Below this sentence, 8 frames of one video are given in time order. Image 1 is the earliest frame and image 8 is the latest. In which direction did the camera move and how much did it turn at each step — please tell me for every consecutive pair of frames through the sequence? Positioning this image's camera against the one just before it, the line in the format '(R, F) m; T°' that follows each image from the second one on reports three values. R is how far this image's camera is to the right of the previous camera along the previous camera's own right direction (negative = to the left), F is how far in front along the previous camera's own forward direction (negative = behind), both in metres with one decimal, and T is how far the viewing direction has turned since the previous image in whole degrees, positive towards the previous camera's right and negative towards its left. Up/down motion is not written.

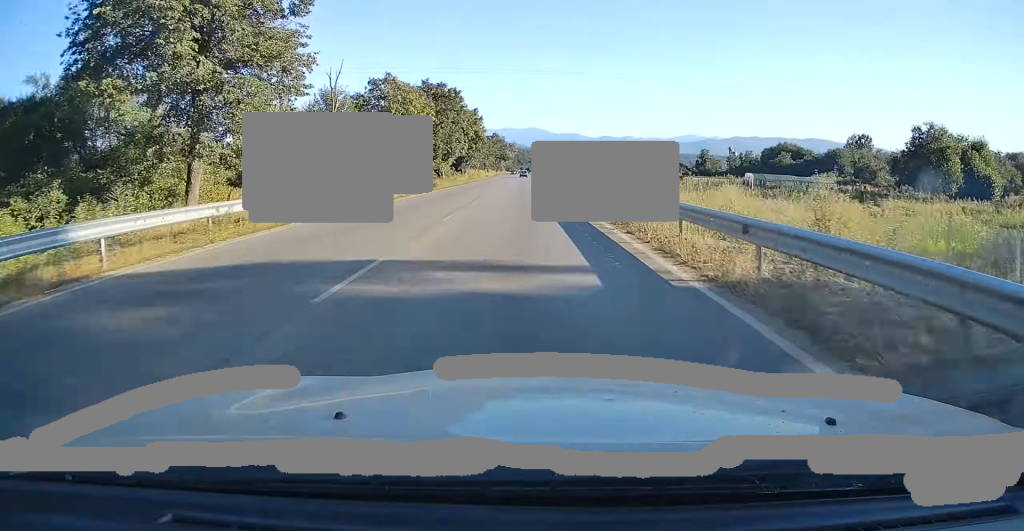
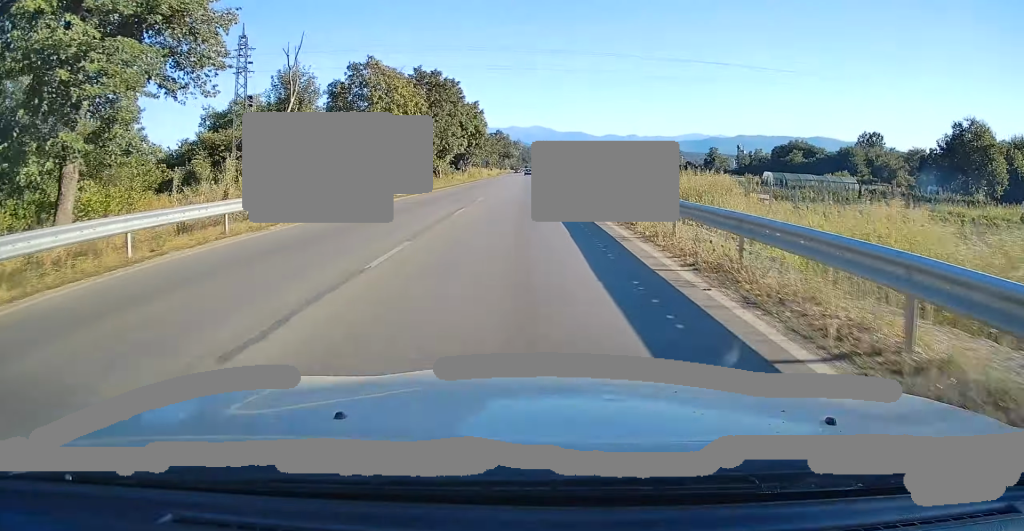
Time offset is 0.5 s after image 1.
(0.0, +6.8) m; 0°
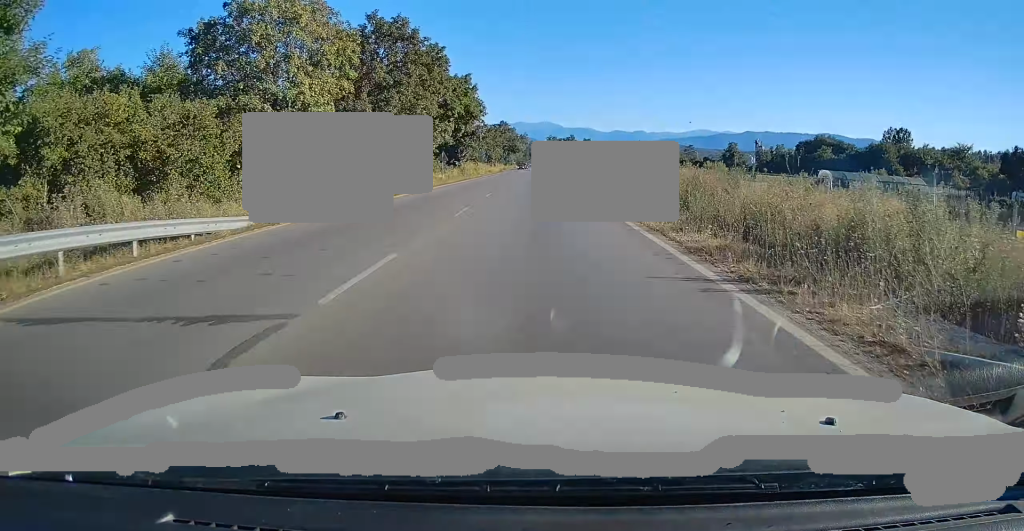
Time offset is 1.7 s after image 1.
(-0.1, +19.8) m; 0°
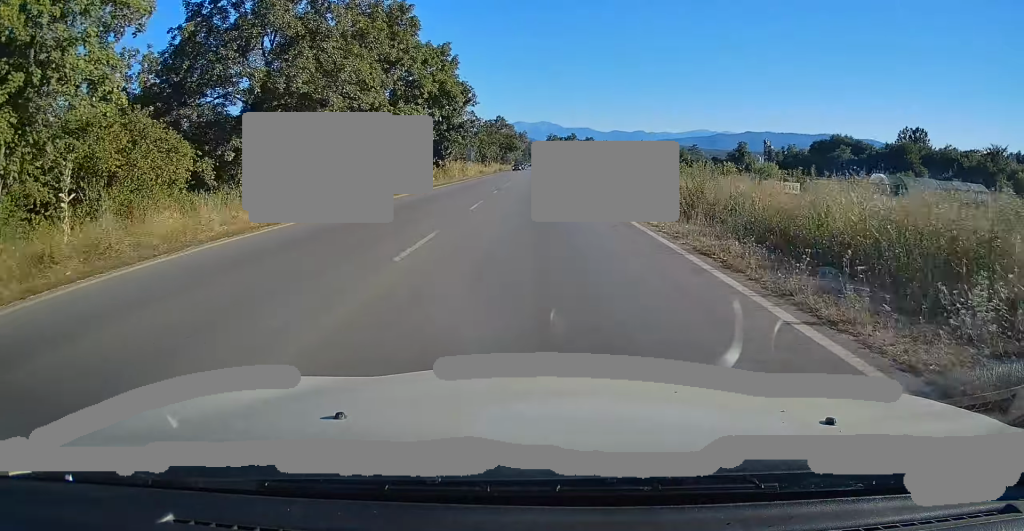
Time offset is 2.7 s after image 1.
(0.0, +16.0) m; 0°
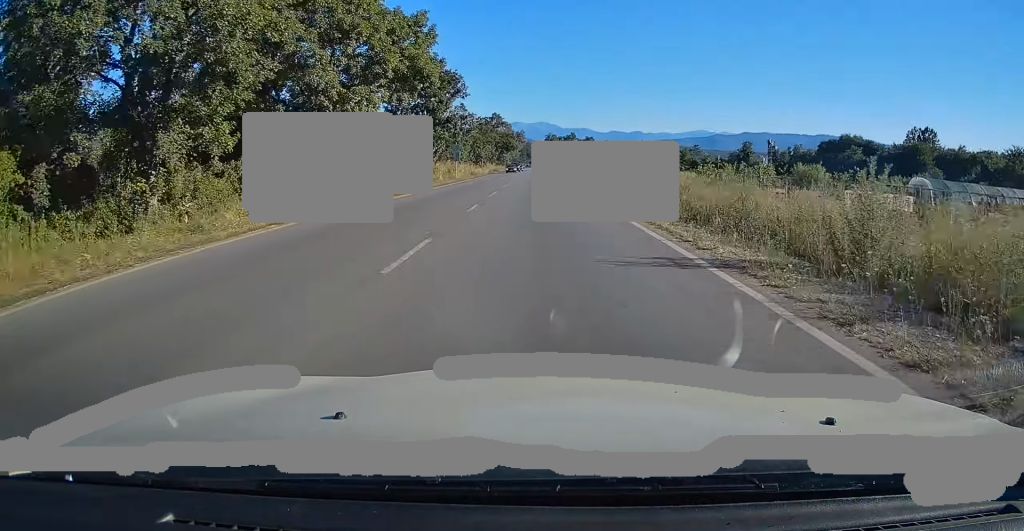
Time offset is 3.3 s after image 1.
(-0.1, +9.9) m; 0°
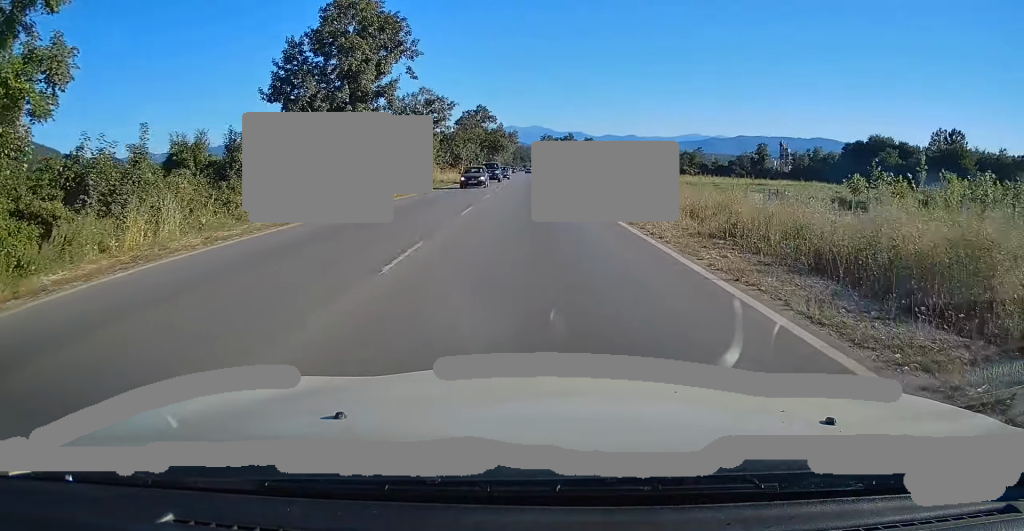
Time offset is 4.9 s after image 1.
(+0.1, +27.3) m; 0°
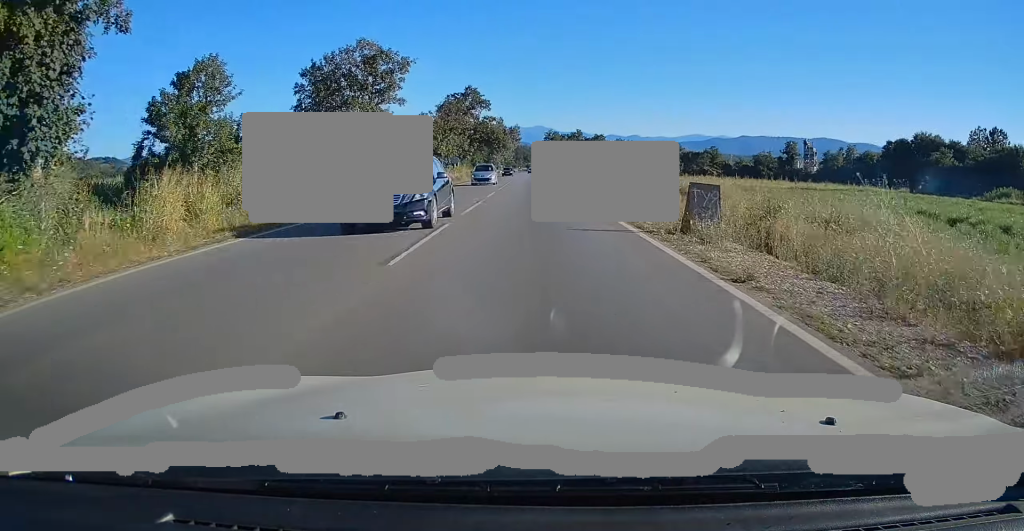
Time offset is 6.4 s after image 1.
(+0.1, +27.0) m; 0°
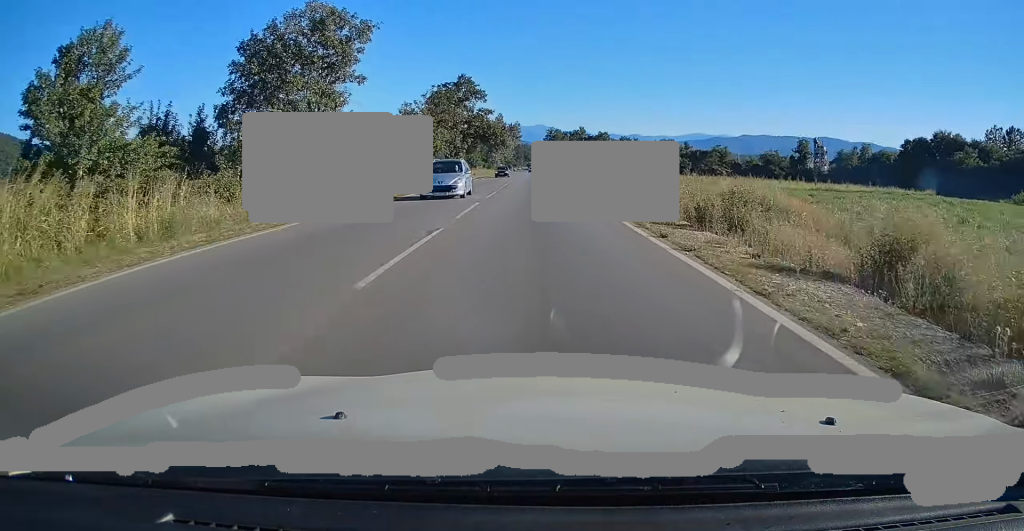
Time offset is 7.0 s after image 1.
(0.0, +10.5) m; 0°
